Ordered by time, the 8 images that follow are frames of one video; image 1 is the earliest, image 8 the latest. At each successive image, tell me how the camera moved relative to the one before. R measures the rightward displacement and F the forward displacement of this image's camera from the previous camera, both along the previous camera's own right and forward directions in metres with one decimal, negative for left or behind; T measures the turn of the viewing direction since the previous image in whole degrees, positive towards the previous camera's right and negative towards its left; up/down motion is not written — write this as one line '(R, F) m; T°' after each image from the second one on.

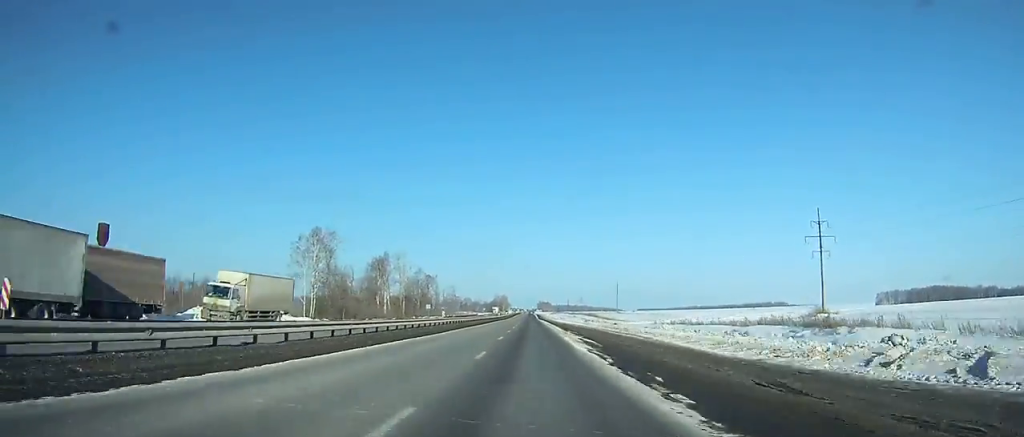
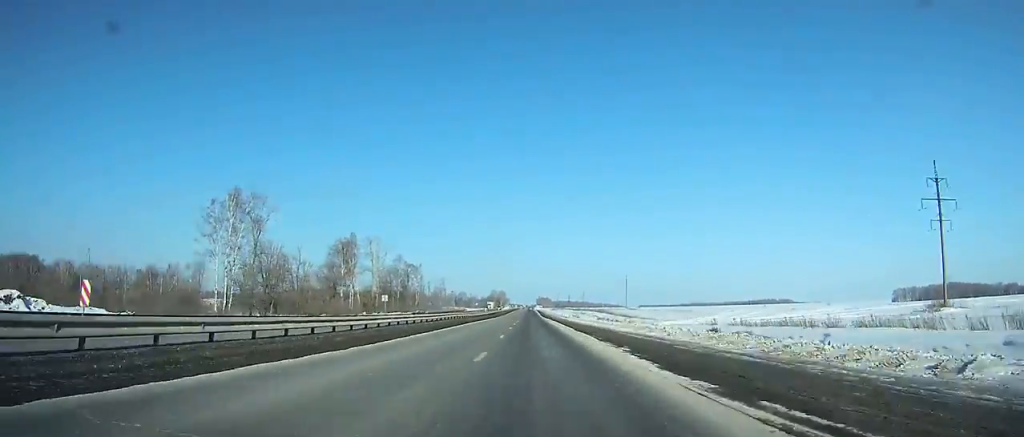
(0.0, +38.7) m; 0°
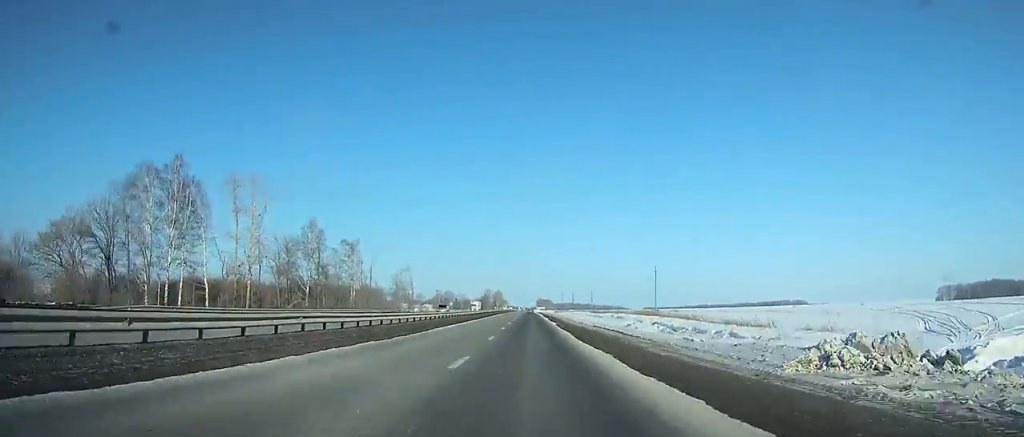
(+0.1, +85.6) m; 0°
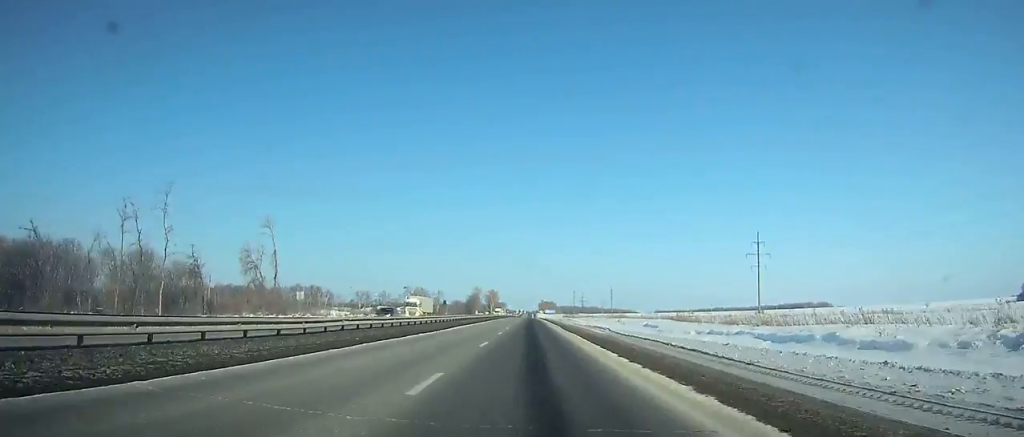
(+0.3, +123.2) m; 0°
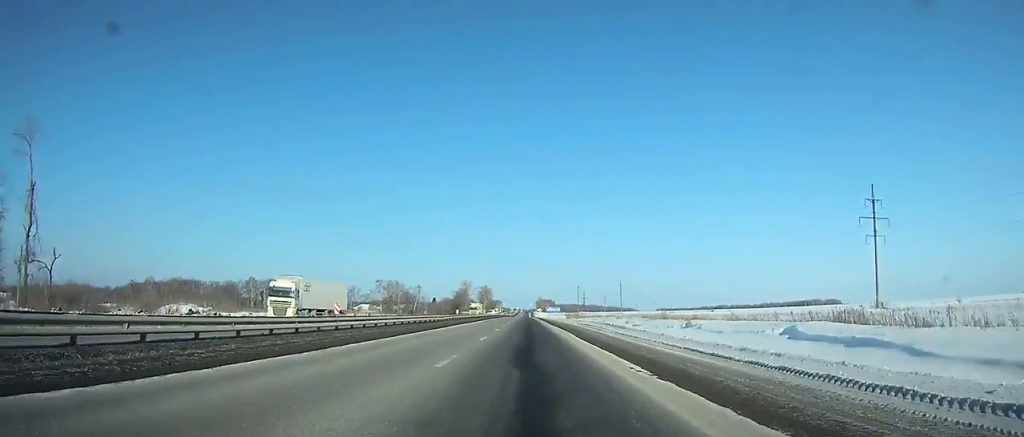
(-0.1, +55.4) m; 0°
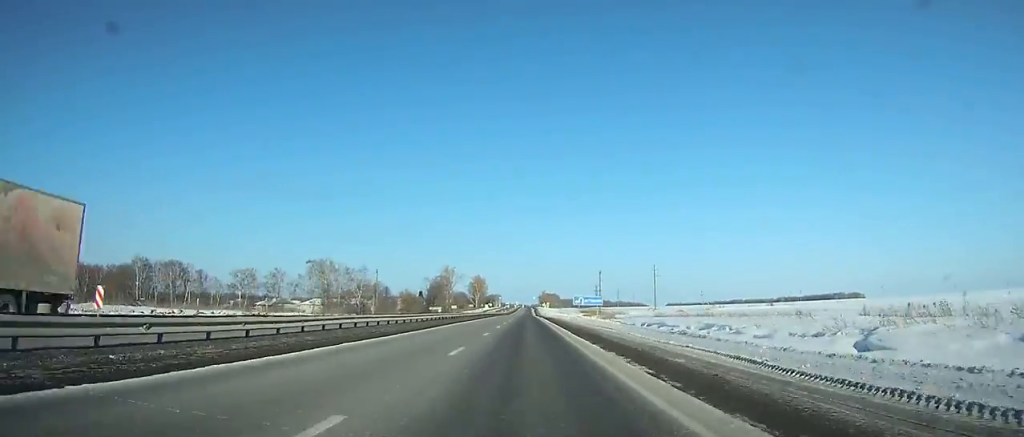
(-0.1, +92.9) m; 0°
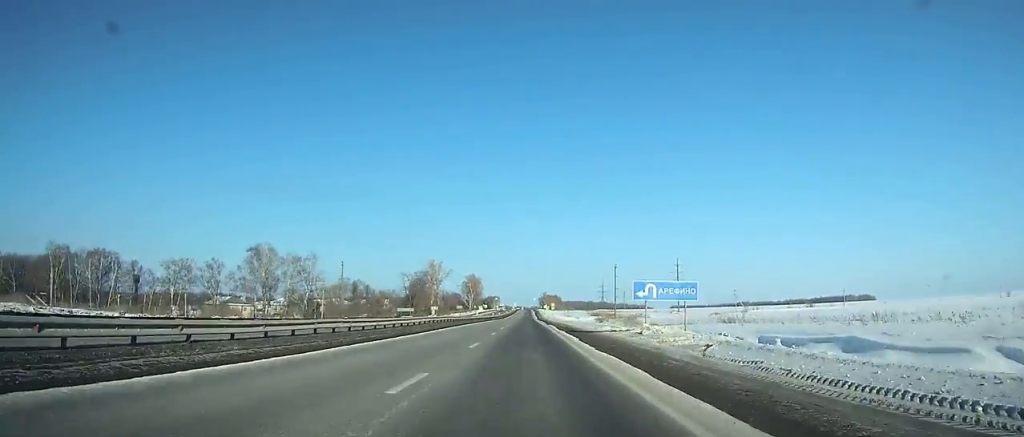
(0.0, +42.5) m; 0°
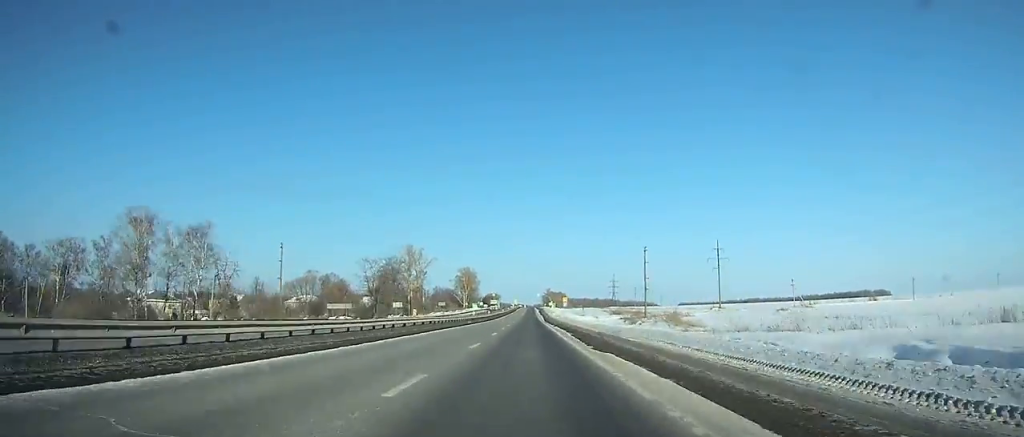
(-0.1, +47.8) m; 0°
